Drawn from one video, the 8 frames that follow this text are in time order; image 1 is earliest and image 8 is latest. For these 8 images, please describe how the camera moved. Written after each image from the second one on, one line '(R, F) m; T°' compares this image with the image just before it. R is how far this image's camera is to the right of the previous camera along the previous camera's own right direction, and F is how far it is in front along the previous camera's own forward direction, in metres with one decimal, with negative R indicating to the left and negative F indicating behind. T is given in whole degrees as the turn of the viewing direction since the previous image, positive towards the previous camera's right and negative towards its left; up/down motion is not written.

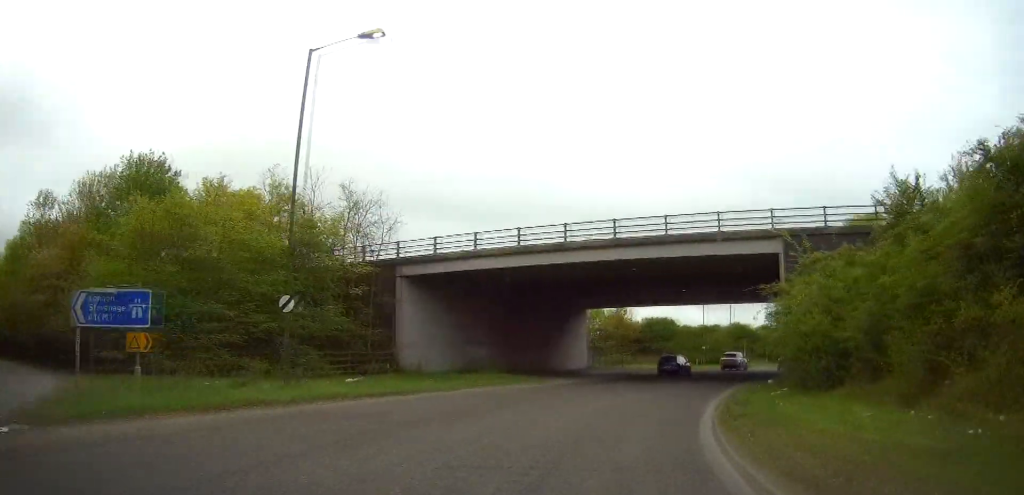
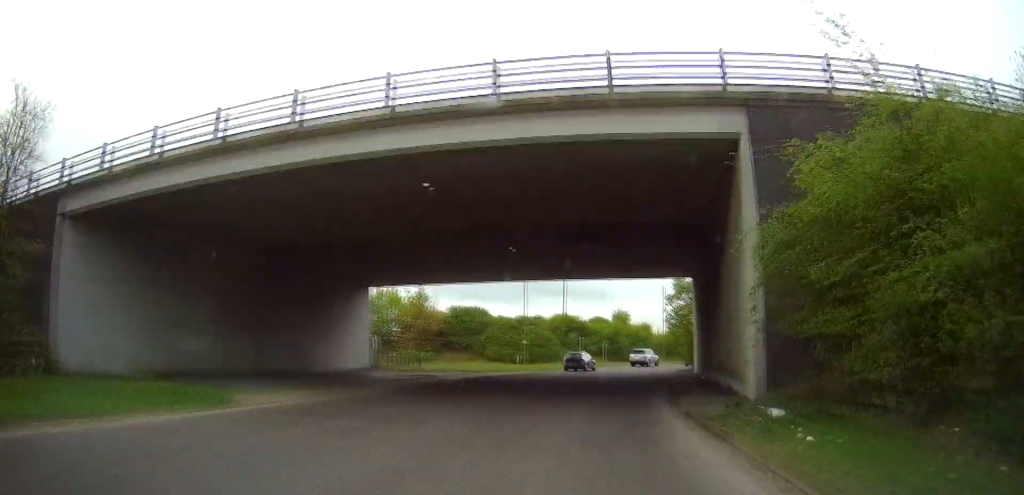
(+3.6, +17.8) m; +14°
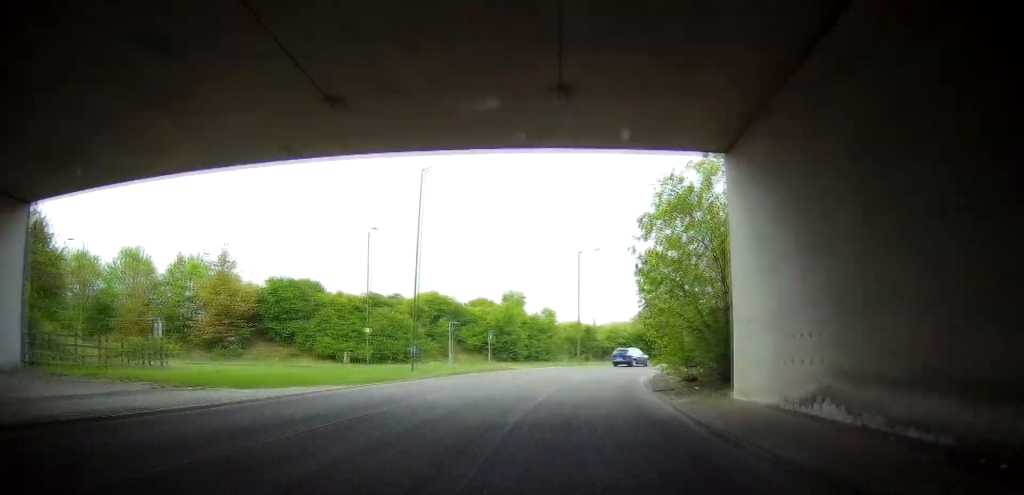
(+3.3, +28.0) m; +11°
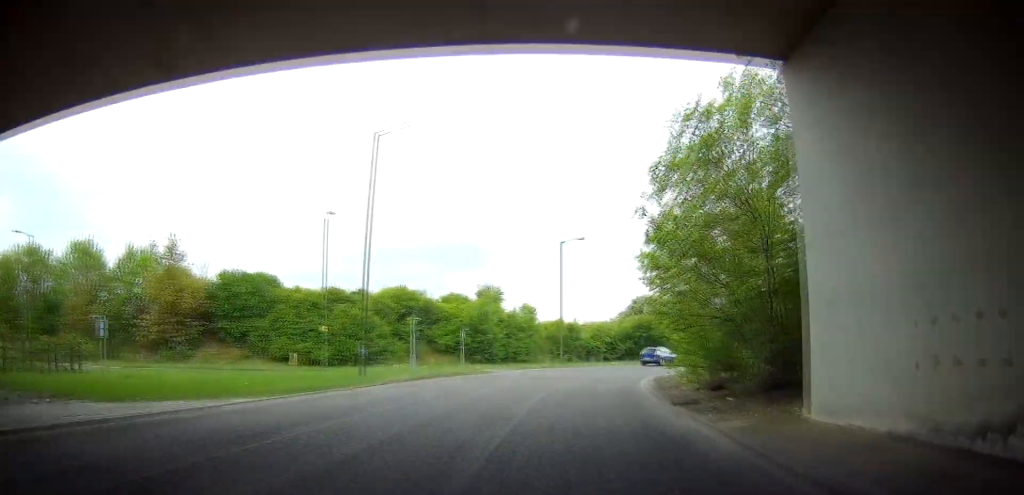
(0.0, +6.2) m; +1°
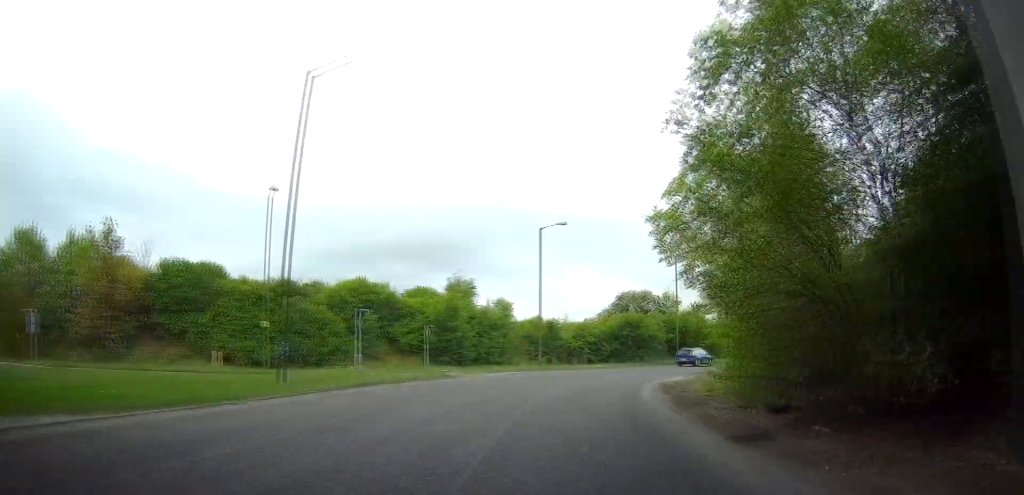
(0.0, +7.0) m; +3°
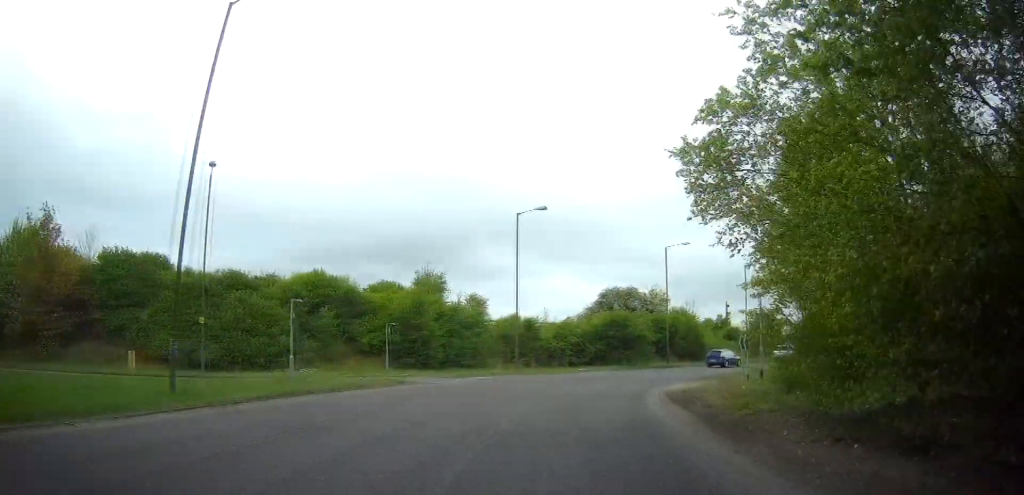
(-0.1, +5.8) m; +3°
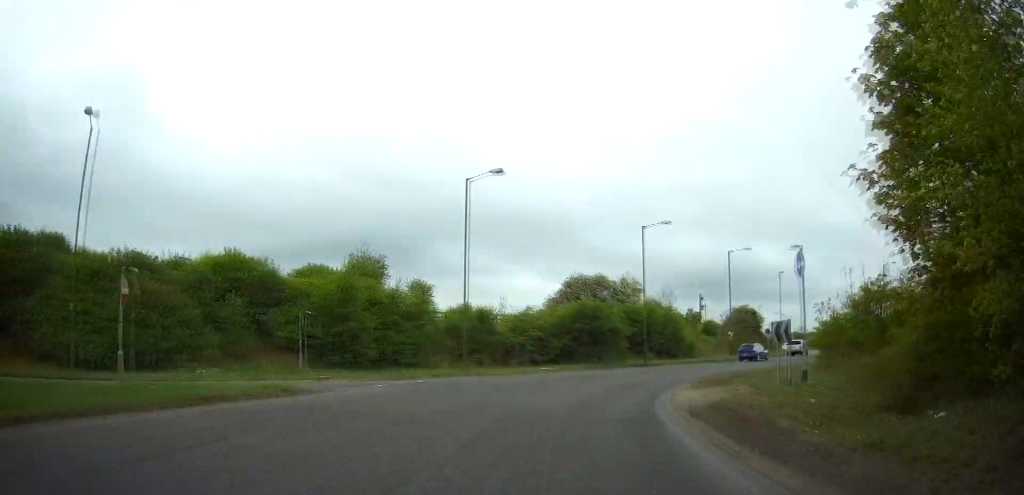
(+0.6, +8.6) m; +7°
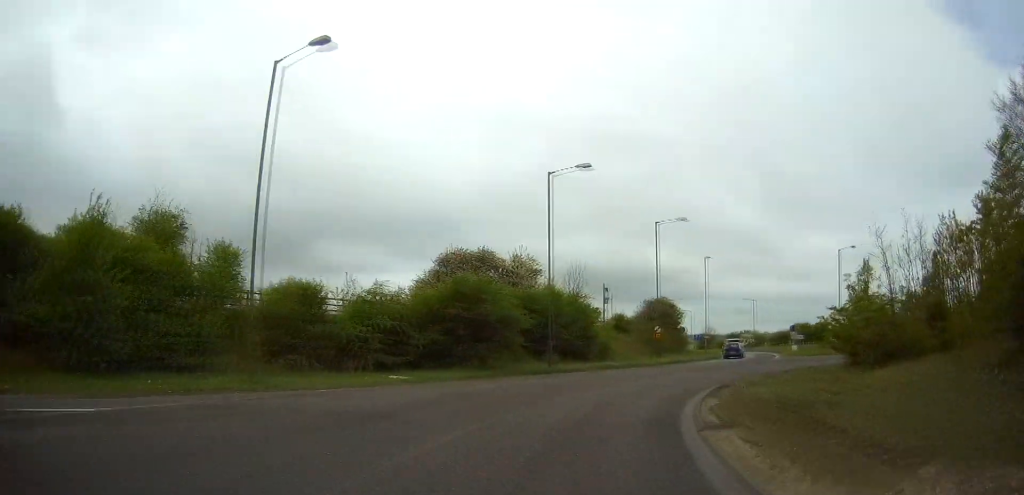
(+1.7, +15.3) m; +9°
